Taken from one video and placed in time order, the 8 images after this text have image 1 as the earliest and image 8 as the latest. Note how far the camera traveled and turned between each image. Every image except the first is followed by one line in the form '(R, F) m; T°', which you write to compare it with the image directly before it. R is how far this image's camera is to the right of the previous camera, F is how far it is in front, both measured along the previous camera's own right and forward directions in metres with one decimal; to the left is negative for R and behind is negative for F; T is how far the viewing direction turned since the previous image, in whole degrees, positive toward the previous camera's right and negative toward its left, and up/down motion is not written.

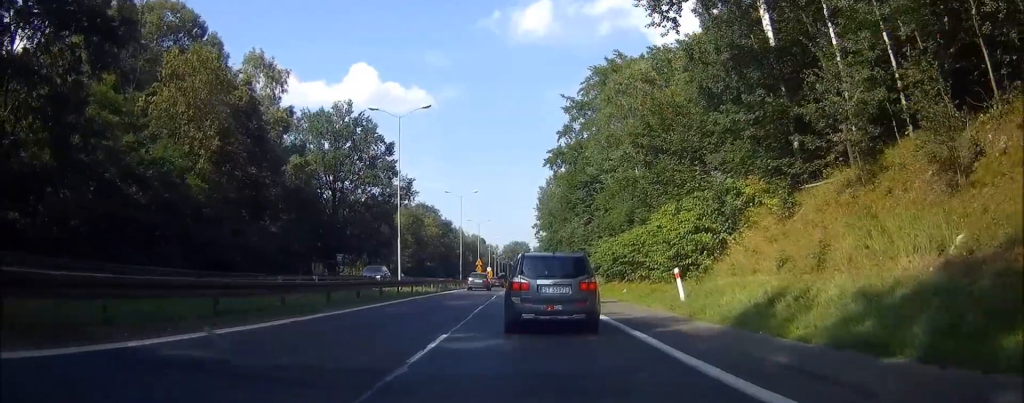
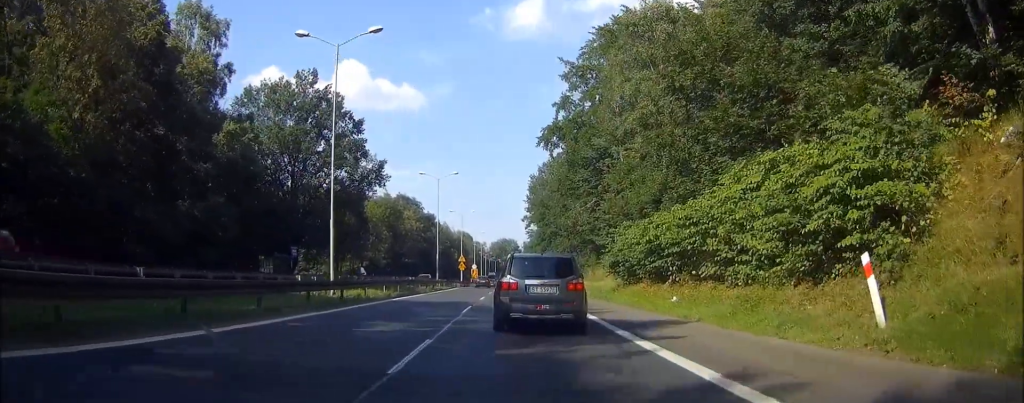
(-0.2, +14.1) m; 0°
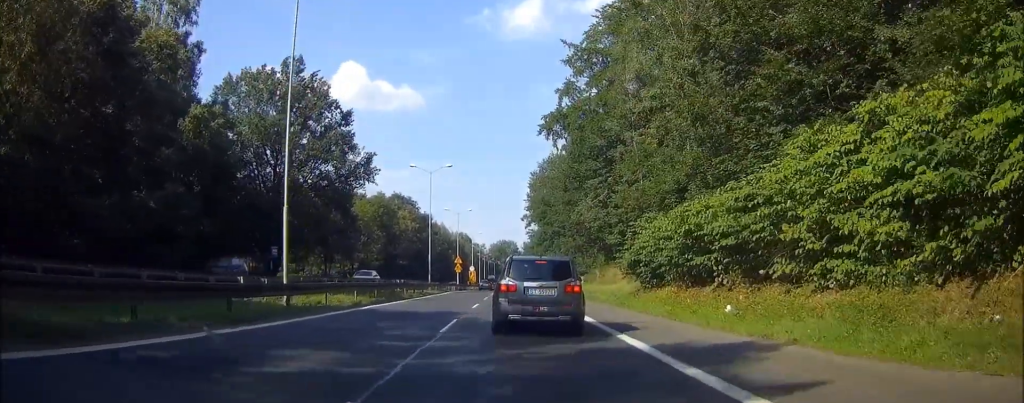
(+0.1, +6.1) m; 0°
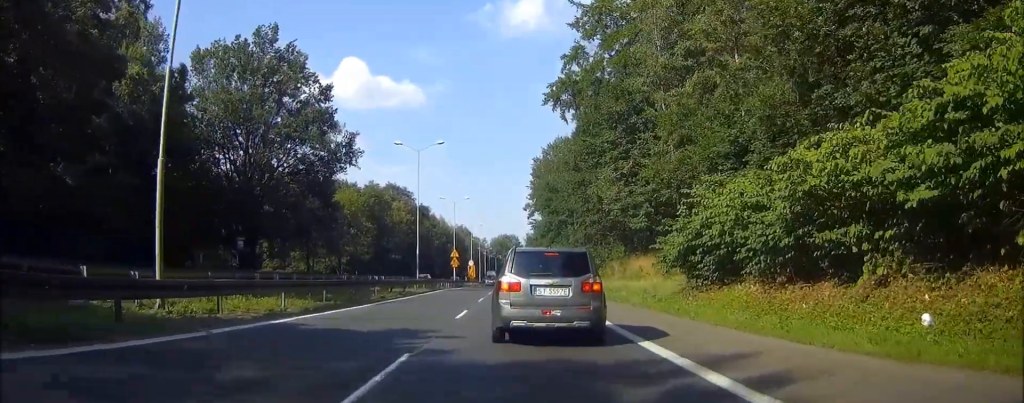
(-0.1, +8.4) m; -3°
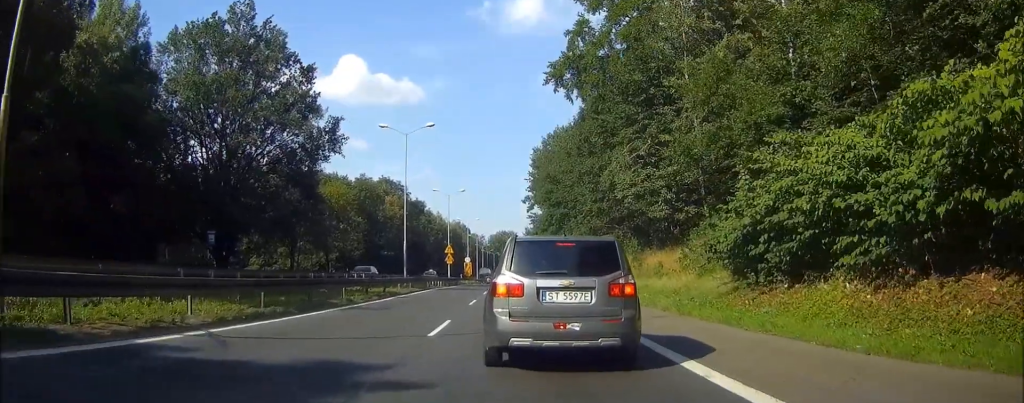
(-0.2, +5.3) m; -1°
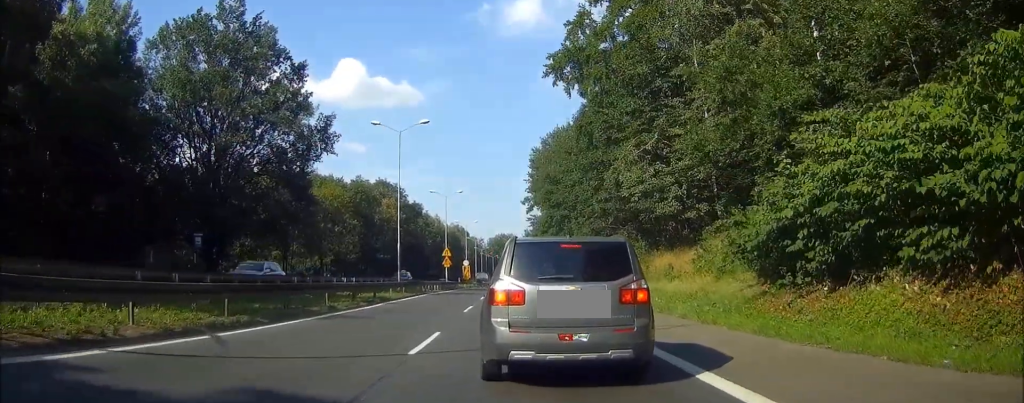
(+0.1, +2.8) m; +2°
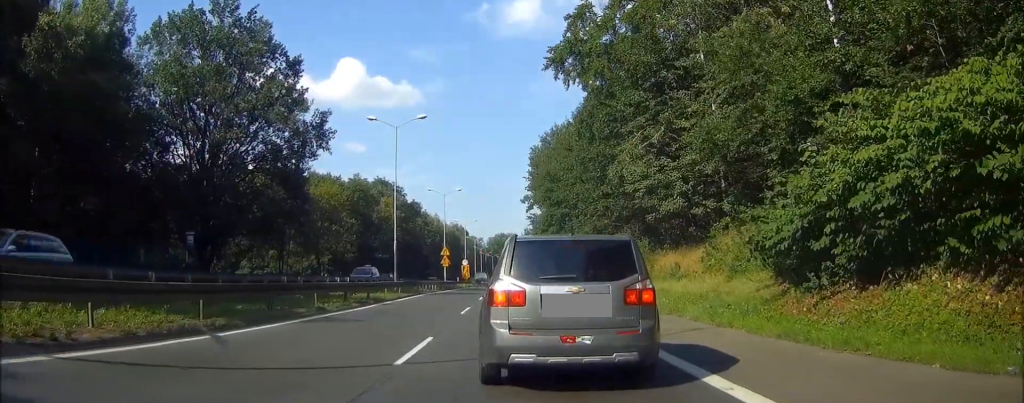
(0.0, +1.7) m; +1°
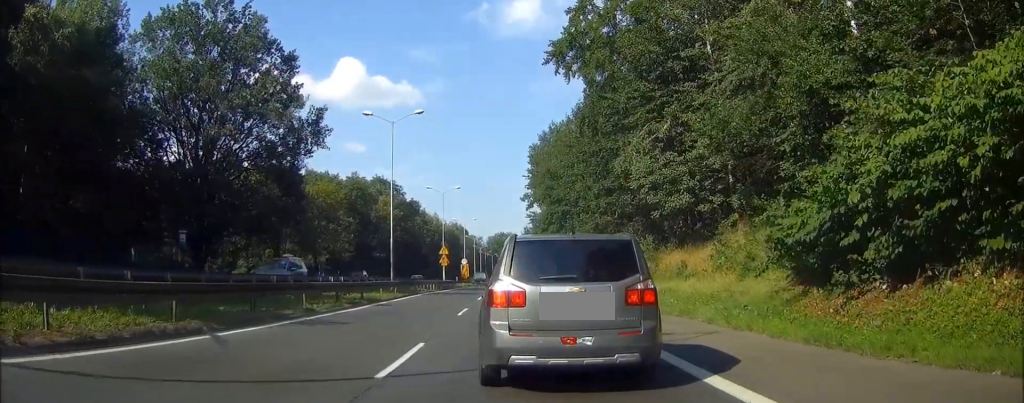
(0.0, +1.7) m; +1°
